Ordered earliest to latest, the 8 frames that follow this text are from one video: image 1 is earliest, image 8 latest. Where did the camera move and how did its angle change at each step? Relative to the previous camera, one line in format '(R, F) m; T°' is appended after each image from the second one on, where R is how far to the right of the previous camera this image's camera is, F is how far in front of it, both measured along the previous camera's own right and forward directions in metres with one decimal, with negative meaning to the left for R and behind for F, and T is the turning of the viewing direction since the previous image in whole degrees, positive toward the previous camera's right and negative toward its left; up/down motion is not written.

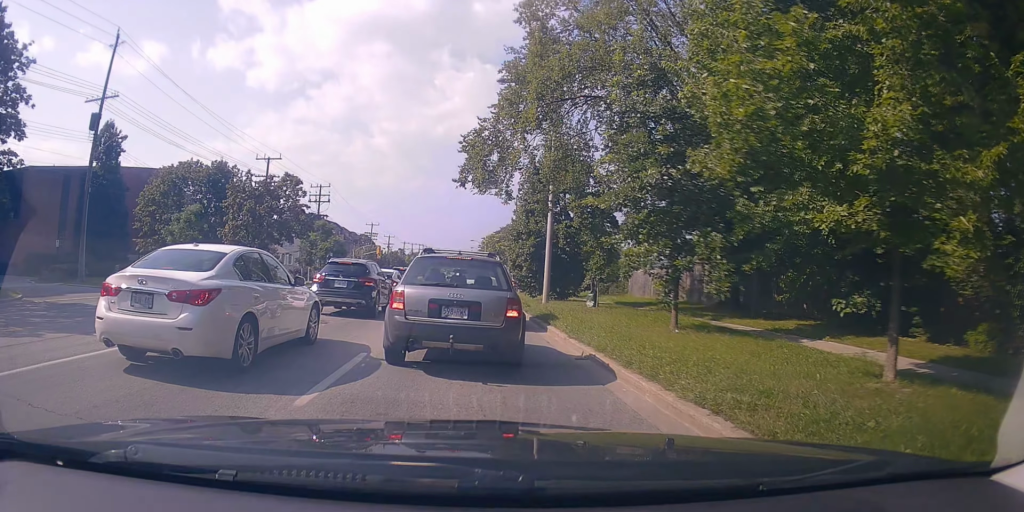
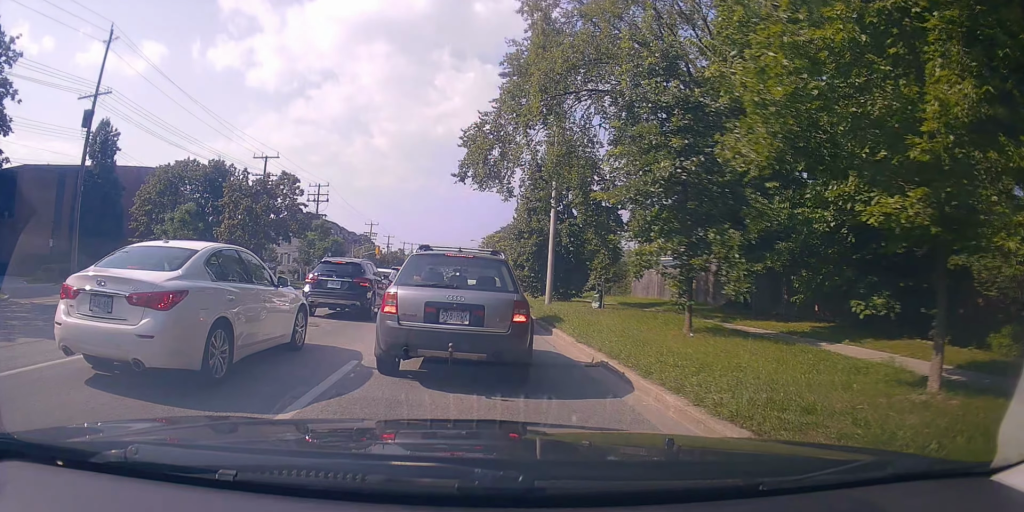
(-0.1, +0.8) m; 0°
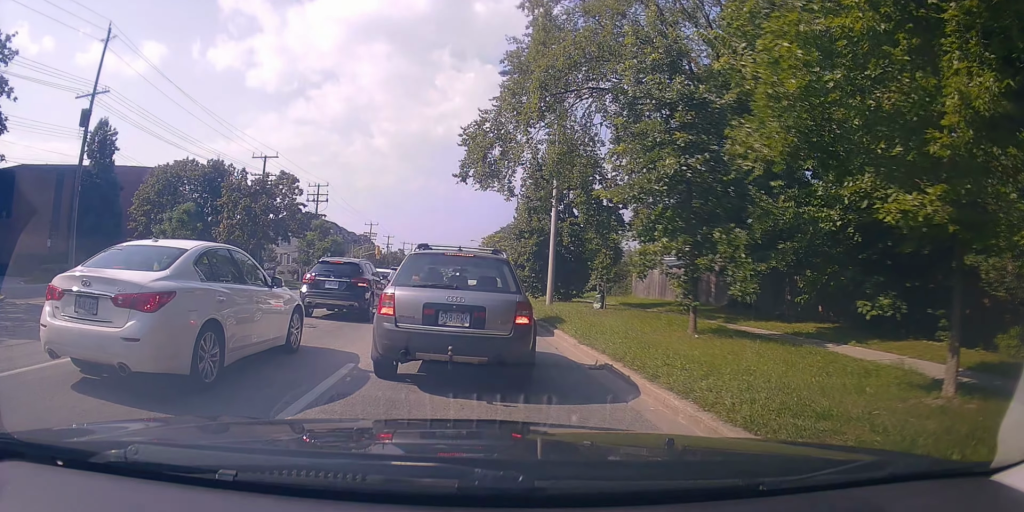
(-0.2, +0.1) m; 0°
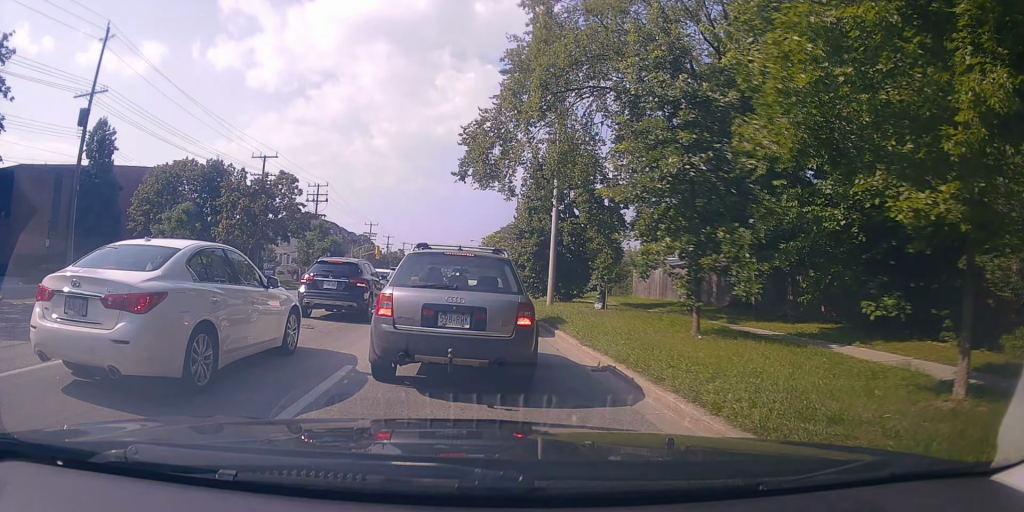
(-0.2, +0.1) m; 0°
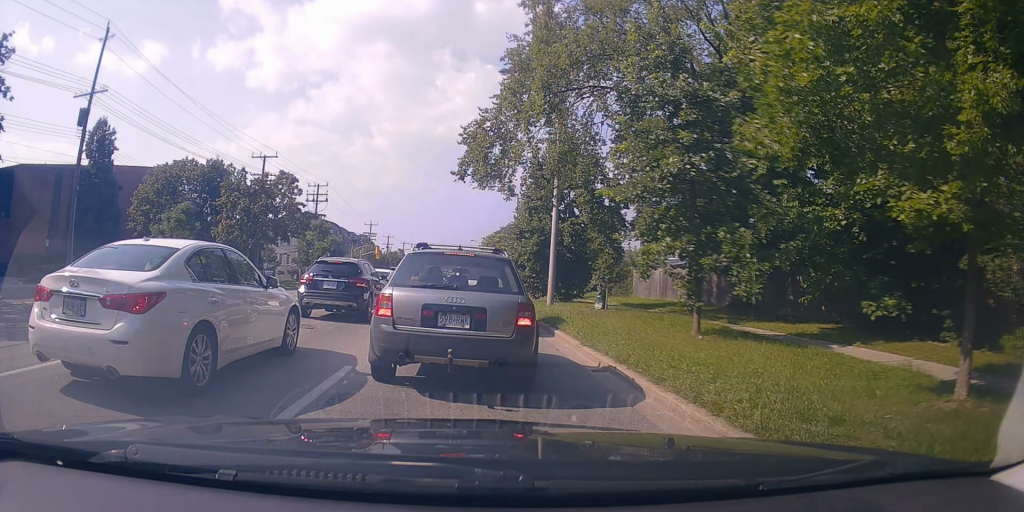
(0.0, 0.0) m; 0°
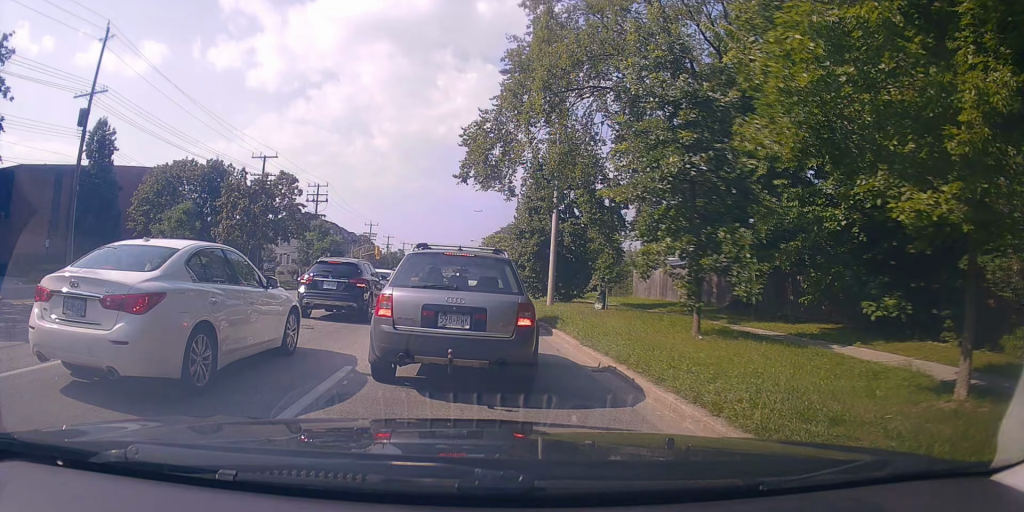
(0.0, 0.0) m; 0°
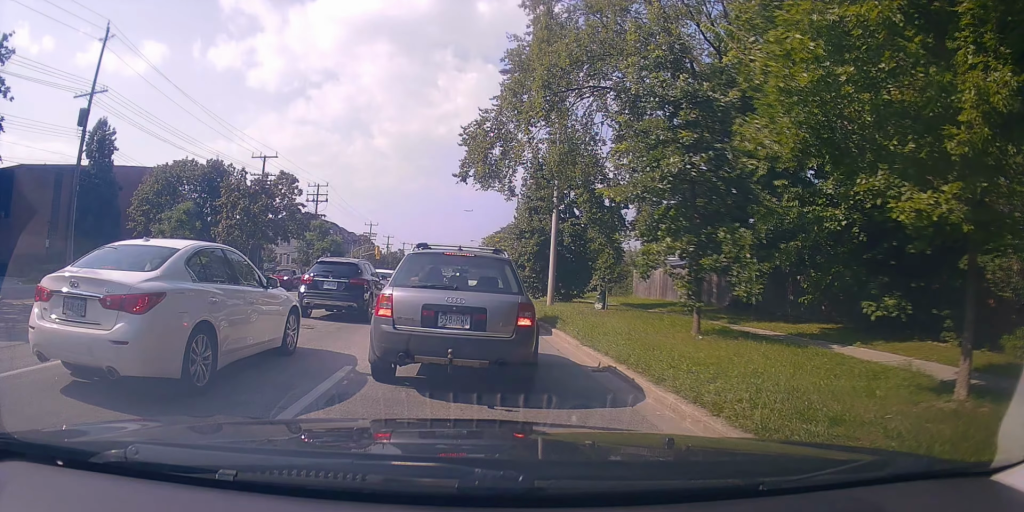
(0.0, 0.0) m; 0°
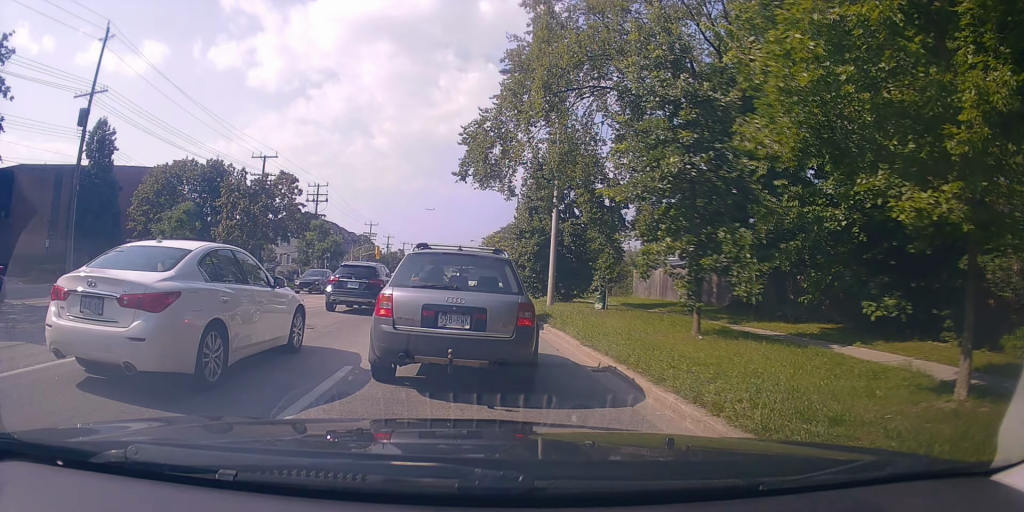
(0.0, 0.0) m; 0°
